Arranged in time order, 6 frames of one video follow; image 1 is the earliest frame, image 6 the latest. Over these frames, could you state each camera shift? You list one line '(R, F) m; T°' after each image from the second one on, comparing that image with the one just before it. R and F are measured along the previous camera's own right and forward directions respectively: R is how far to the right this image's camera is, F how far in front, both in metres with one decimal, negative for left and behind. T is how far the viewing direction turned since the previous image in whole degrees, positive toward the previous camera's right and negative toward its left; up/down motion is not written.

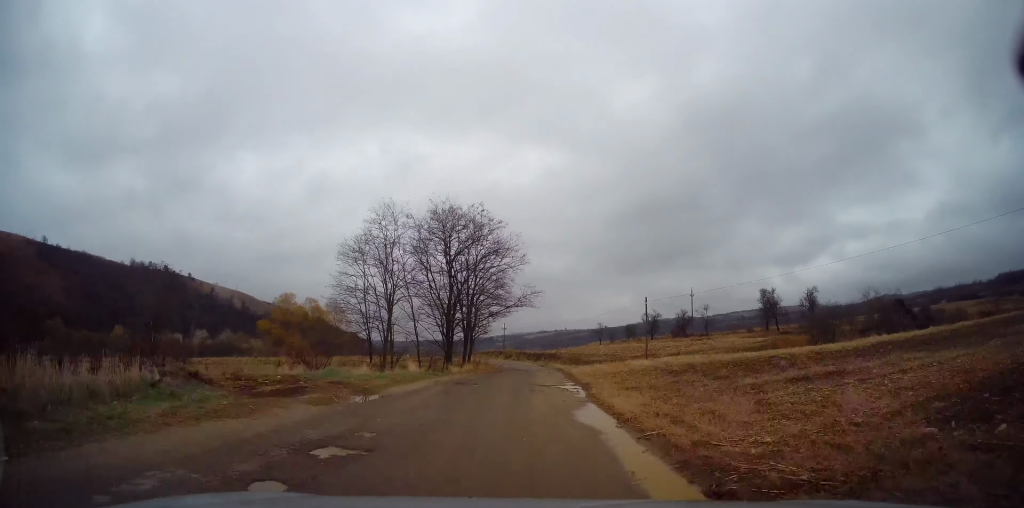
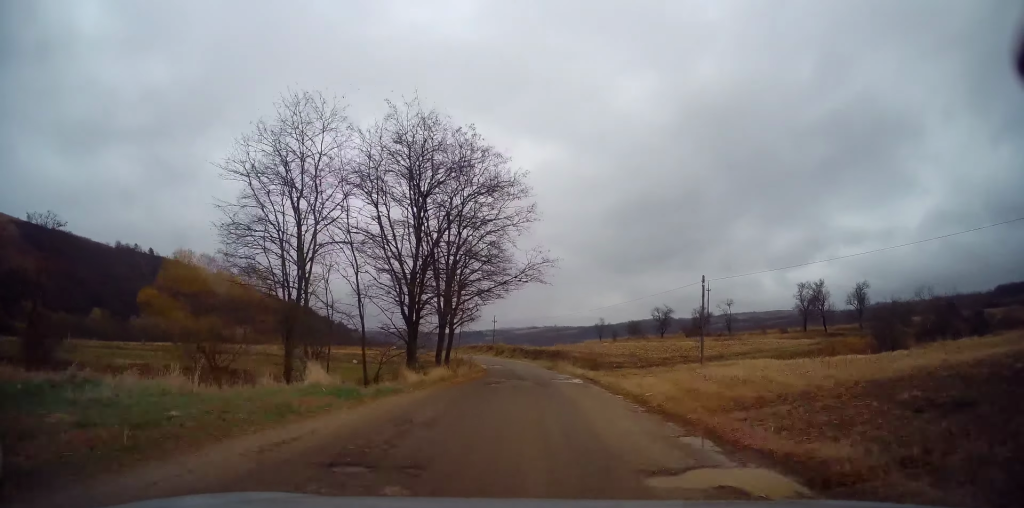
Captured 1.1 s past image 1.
(+0.6, +13.4) m; +5°
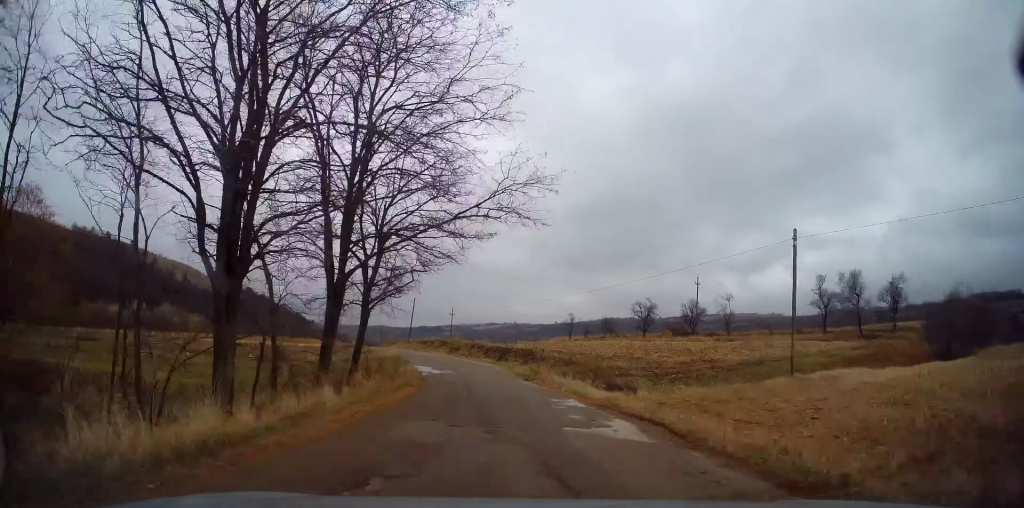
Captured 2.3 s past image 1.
(+0.6, +15.0) m; +2°
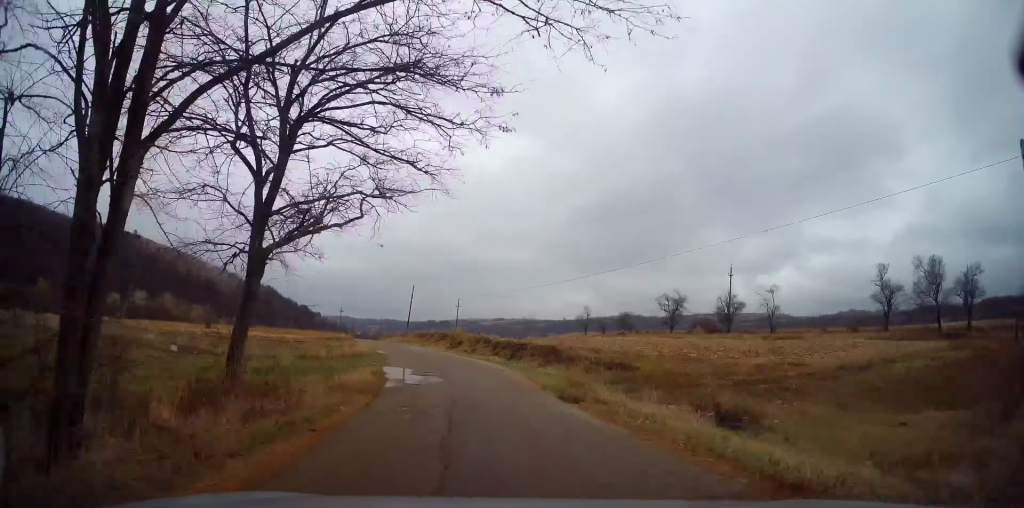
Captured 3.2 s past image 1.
(0.0, +10.6) m; -1°
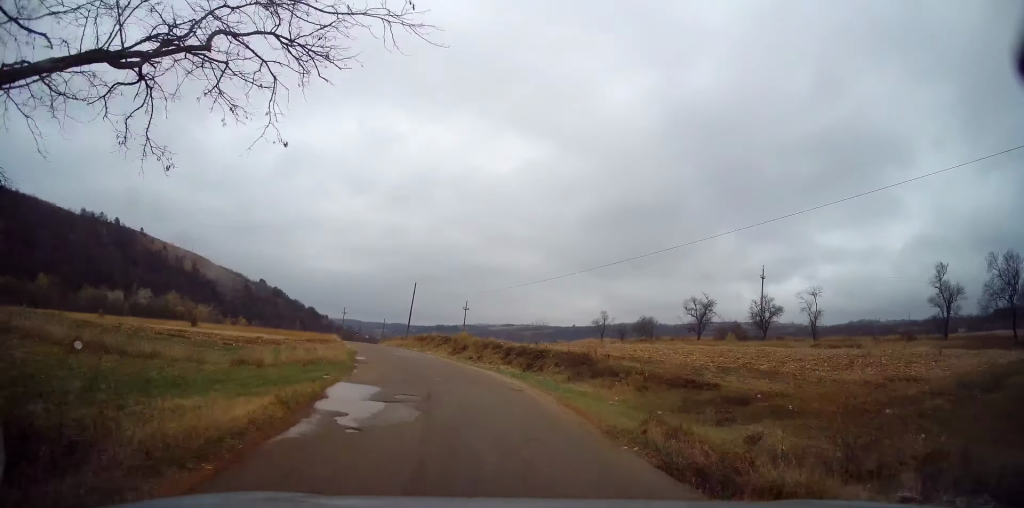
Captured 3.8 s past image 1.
(-0.1, +7.6) m; -2°
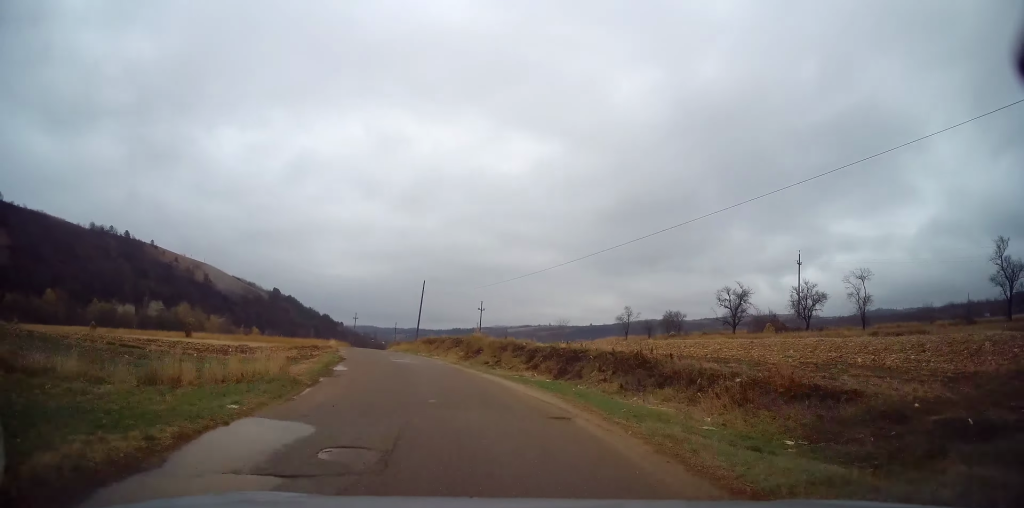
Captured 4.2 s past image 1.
(-0.1, +6.1) m; -2°
